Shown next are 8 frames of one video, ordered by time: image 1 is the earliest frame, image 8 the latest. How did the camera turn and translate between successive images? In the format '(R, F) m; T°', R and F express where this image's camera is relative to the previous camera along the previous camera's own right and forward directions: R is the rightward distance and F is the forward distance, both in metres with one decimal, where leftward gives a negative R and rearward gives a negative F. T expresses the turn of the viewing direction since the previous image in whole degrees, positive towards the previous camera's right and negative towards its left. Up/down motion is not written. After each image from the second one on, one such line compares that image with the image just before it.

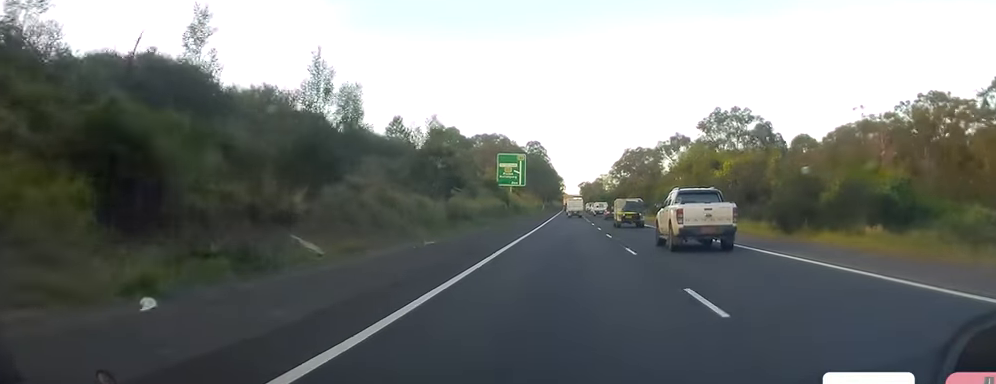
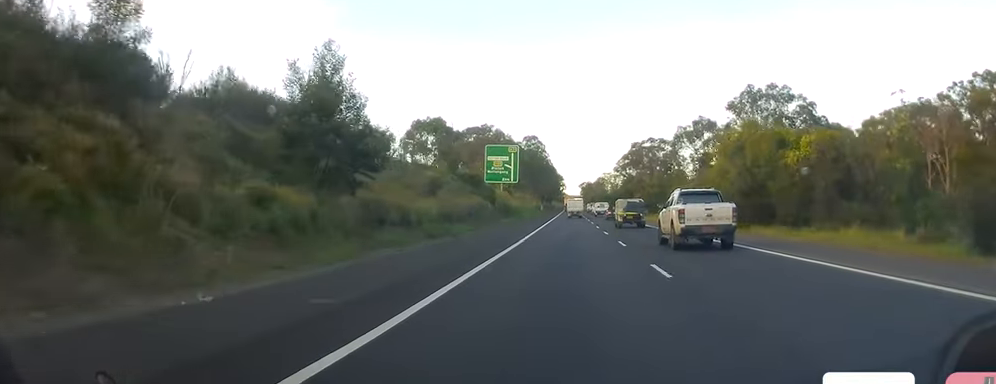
(-0.2, +18.2) m; 0°
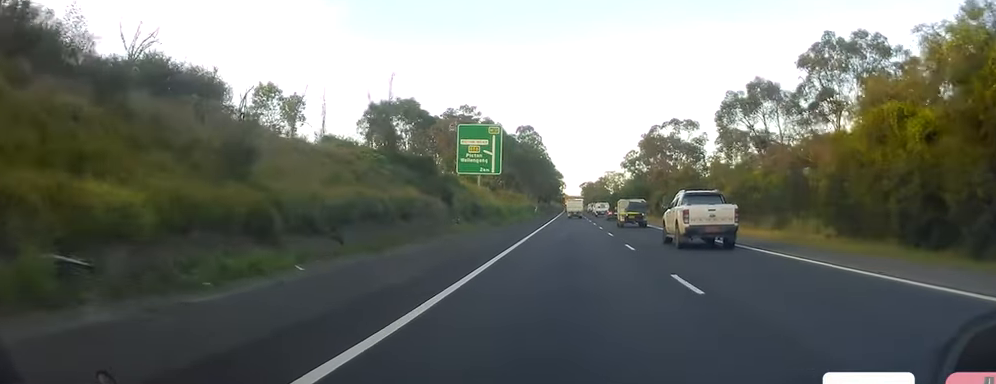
(+0.1, +25.8) m; 0°
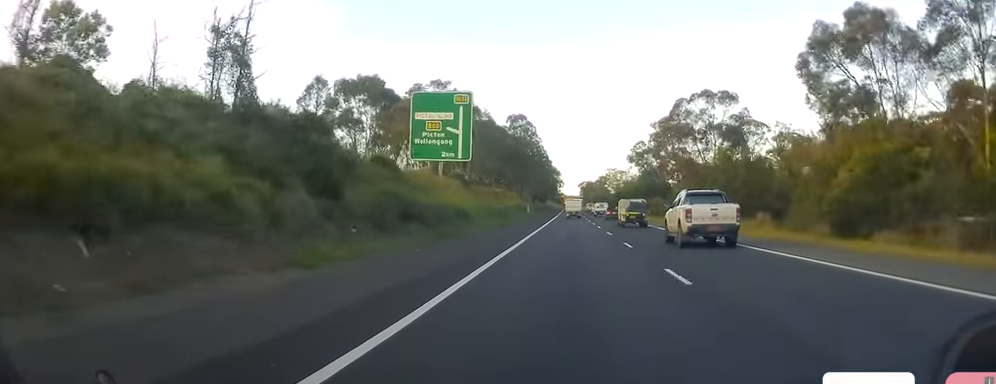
(0.0, +21.9) m; +1°
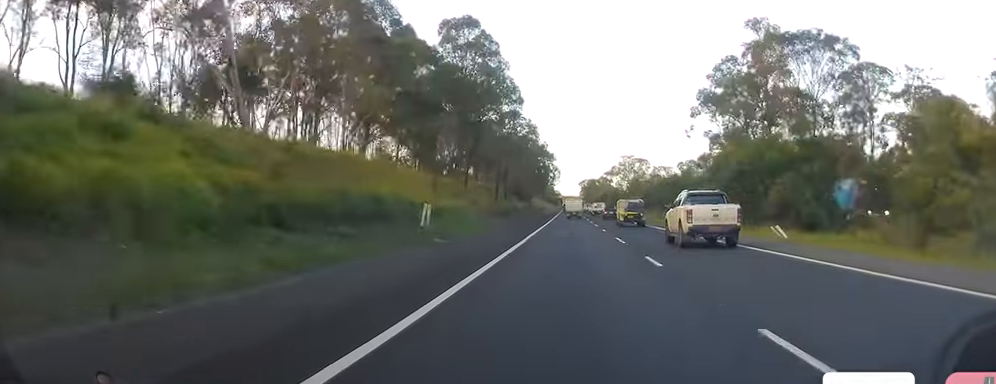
(-0.1, +77.1) m; -1°
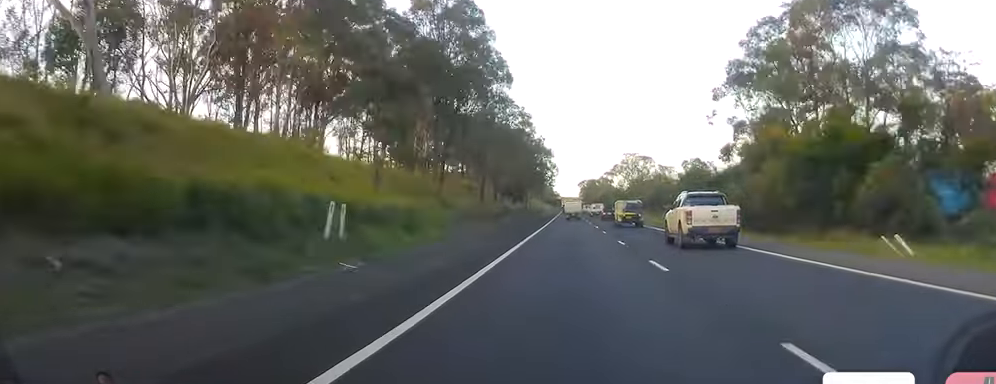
(-0.1, +12.4) m; 0°
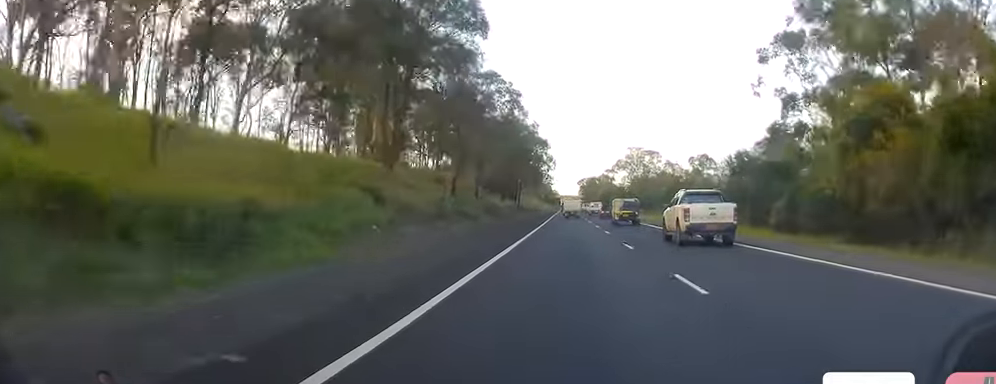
(+0.1, +16.2) m; 0°
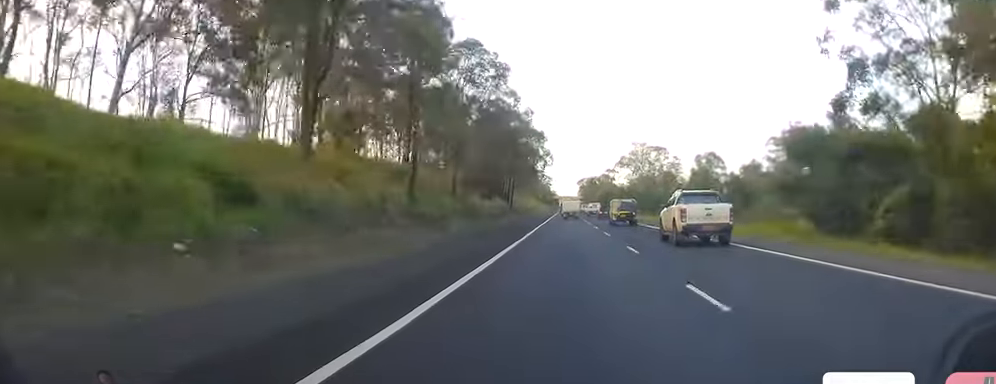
(+0.1, +13.4) m; 0°
